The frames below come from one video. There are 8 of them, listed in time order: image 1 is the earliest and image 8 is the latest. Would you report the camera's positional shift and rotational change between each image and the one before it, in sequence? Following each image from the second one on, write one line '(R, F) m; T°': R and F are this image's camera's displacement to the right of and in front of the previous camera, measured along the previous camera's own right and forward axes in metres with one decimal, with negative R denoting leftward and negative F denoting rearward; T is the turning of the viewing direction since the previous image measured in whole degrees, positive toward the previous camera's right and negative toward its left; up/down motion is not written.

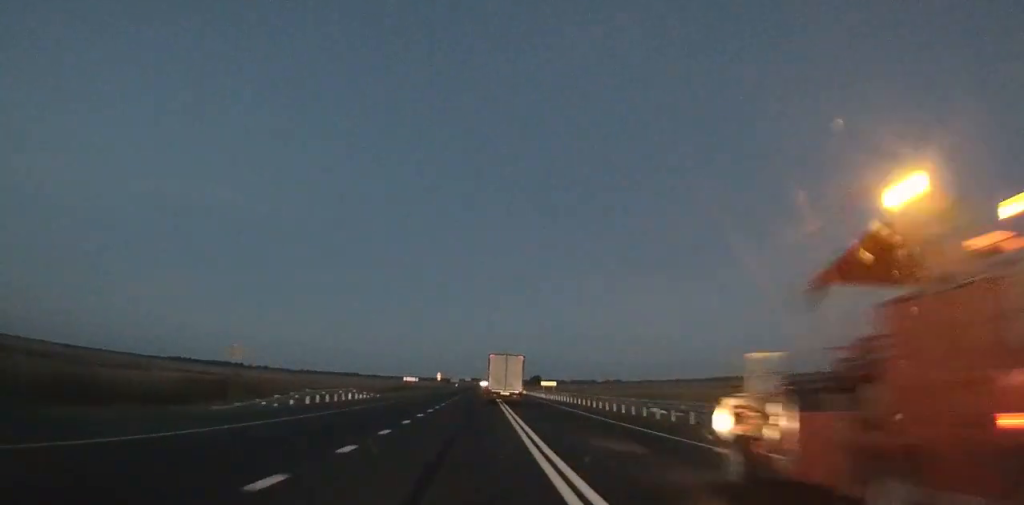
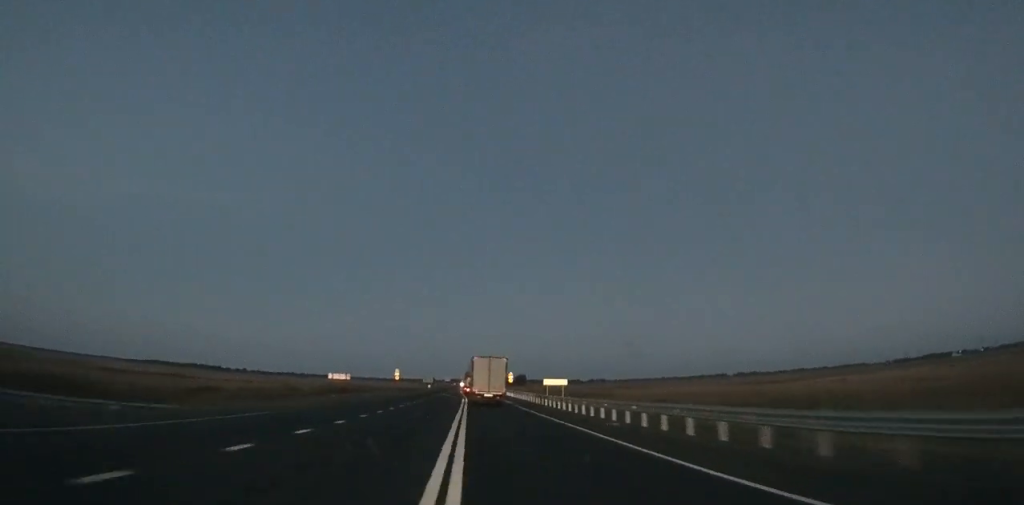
(+0.9, +35.0) m; +1°
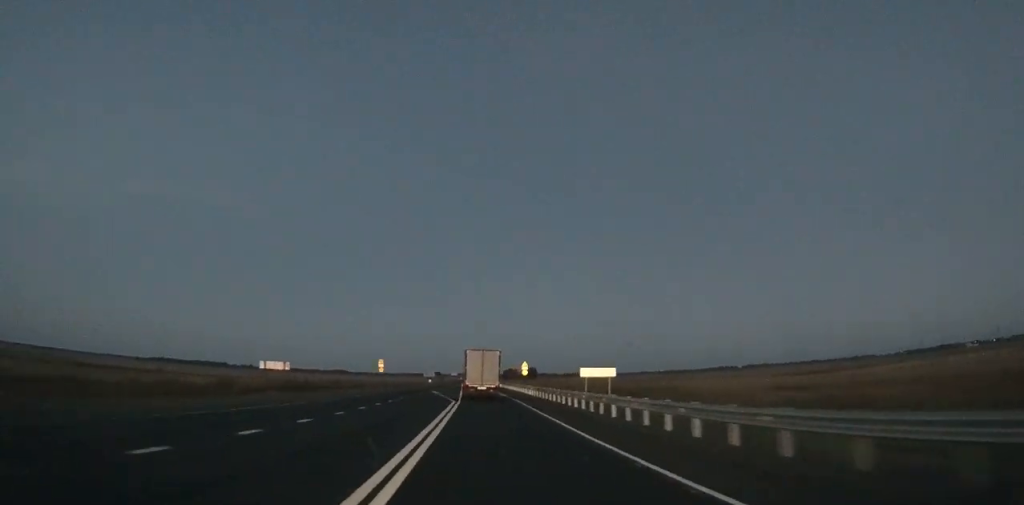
(0.0, +21.7) m; -1°
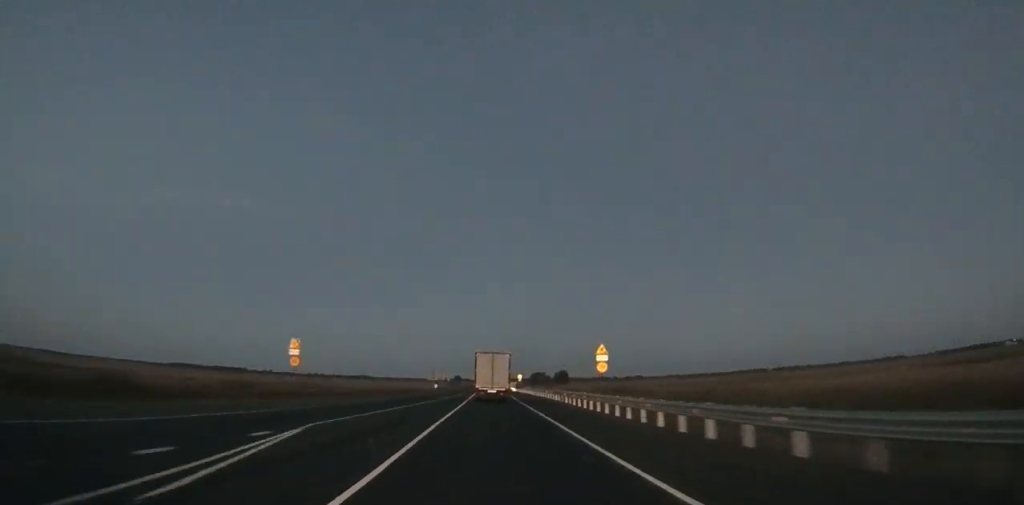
(-0.5, +43.5) m; -1°
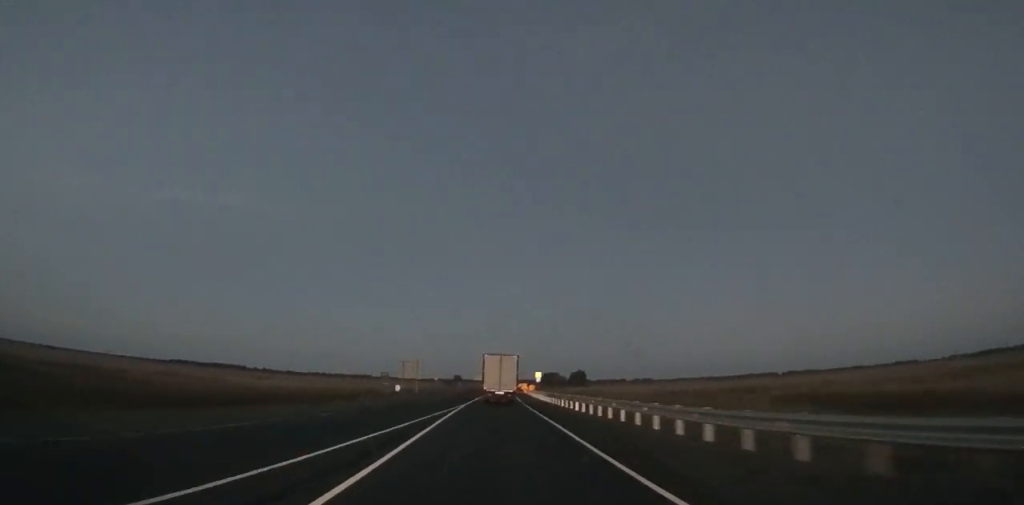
(-0.7, +52.5) m; -1°
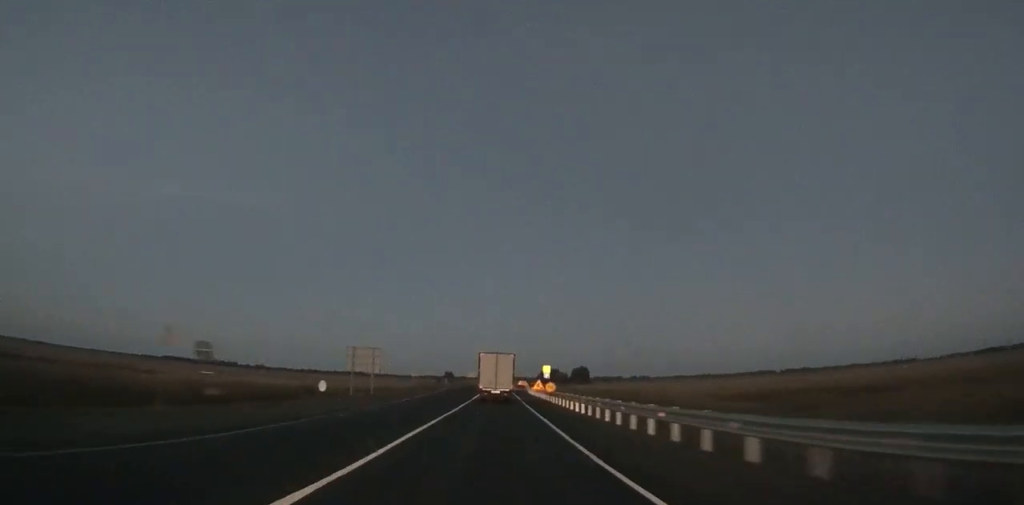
(+0.1, +27.9) m; 0°
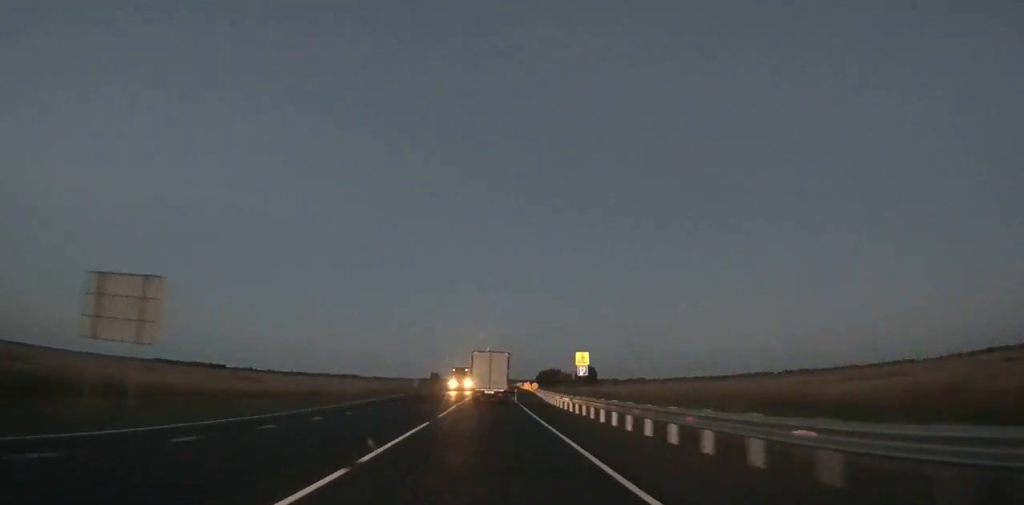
(-0.2, +38.9) m; 0°
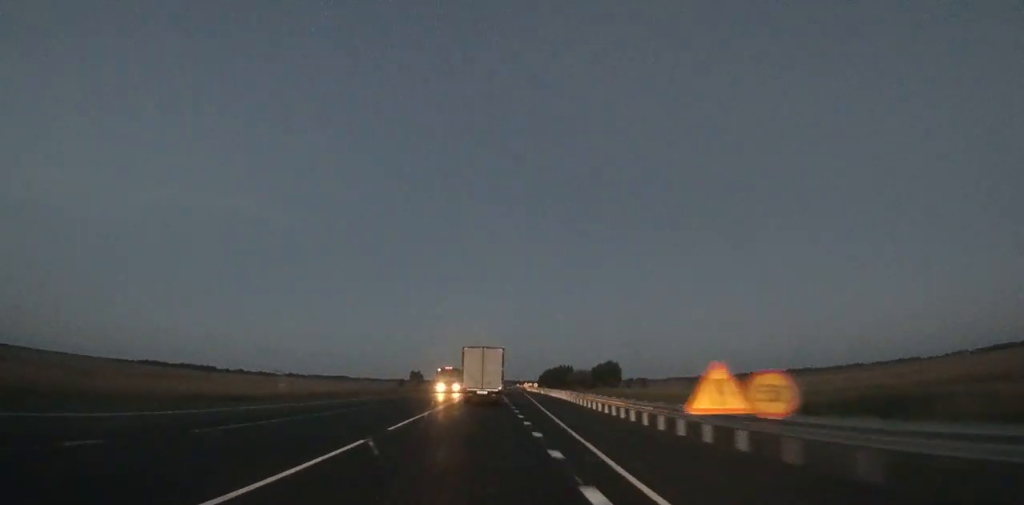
(+0.4, +53.2) m; +1°
